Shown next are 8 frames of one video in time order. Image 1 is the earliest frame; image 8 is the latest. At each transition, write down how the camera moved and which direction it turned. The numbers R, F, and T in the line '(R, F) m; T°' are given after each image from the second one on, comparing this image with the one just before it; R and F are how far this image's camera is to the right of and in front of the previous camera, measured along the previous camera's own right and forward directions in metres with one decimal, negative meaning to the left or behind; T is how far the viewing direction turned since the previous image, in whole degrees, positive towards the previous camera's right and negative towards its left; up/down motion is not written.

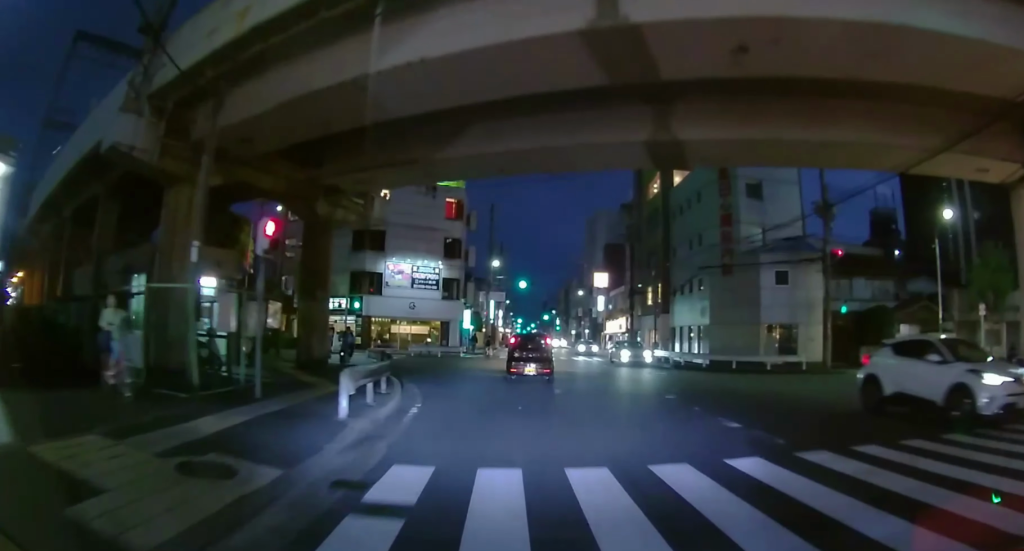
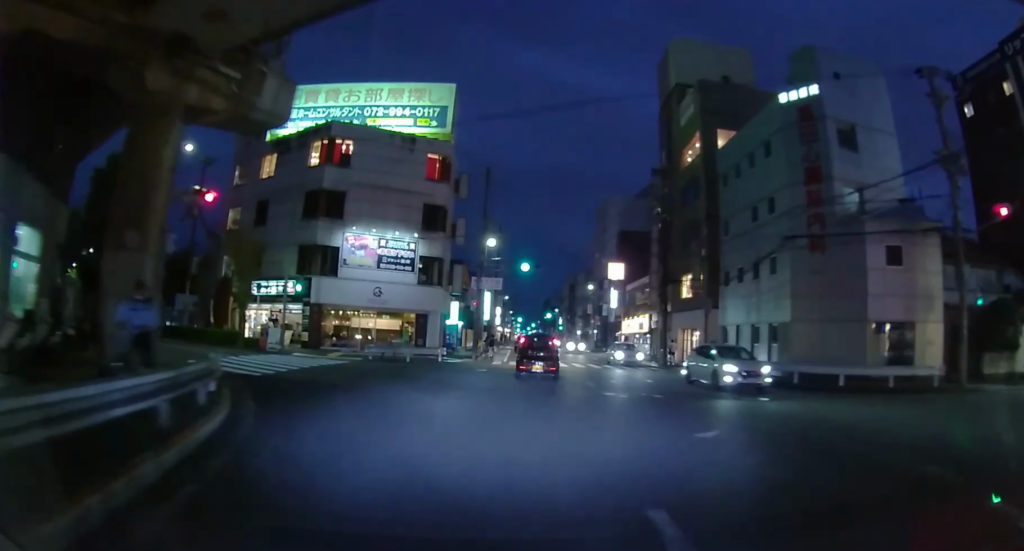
(+0.1, +10.1) m; 0°
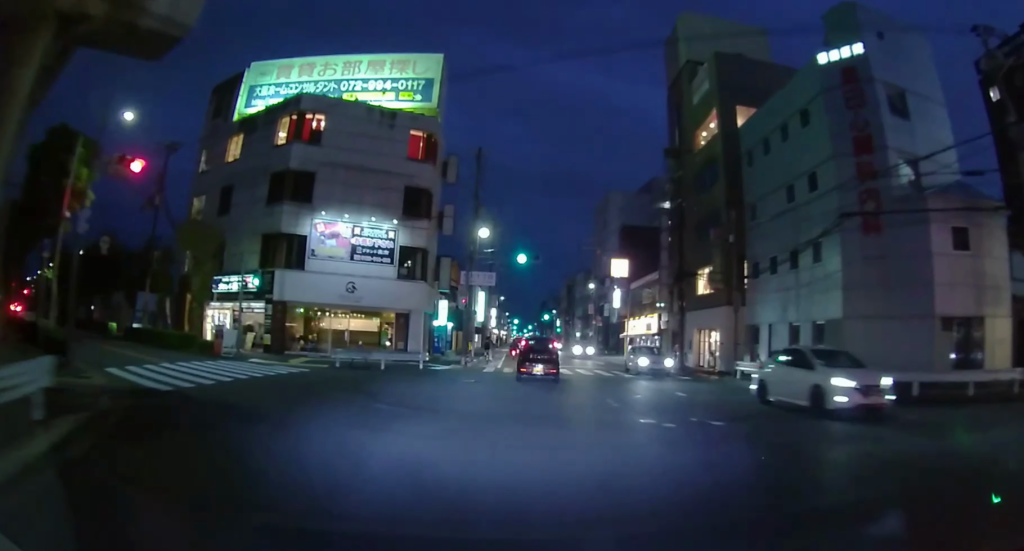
(0.0, +4.3) m; 0°
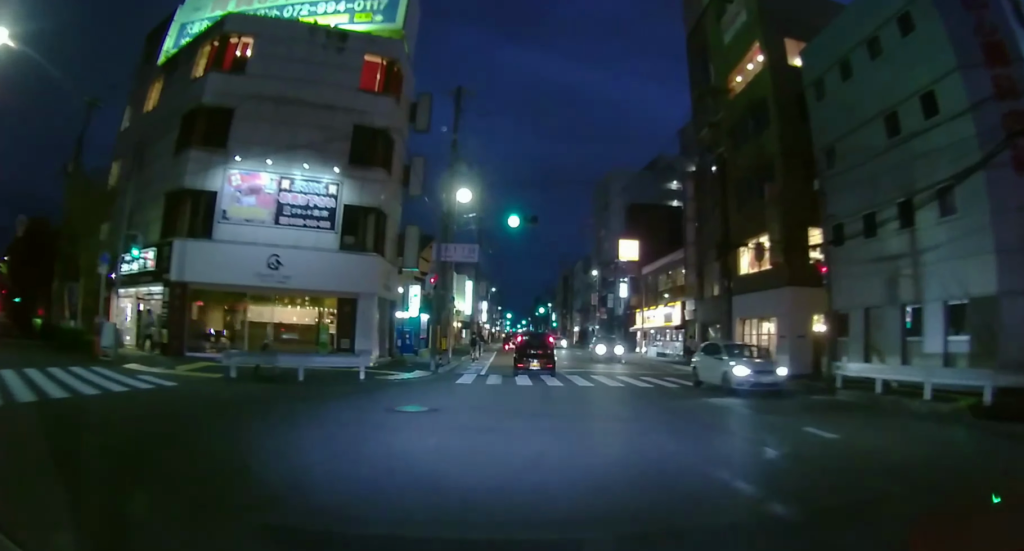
(0.0, +8.1) m; 0°
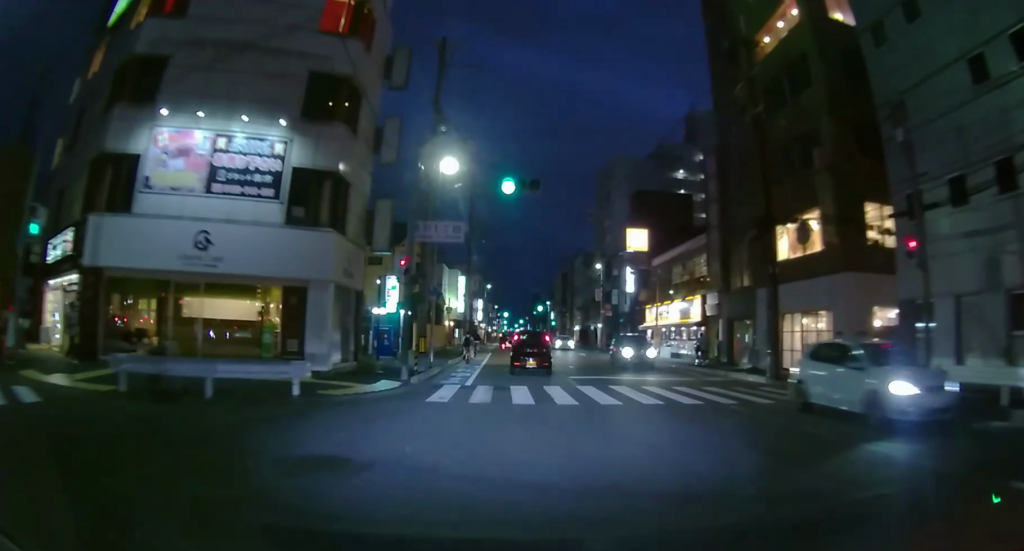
(0.0, +4.7) m; 0°
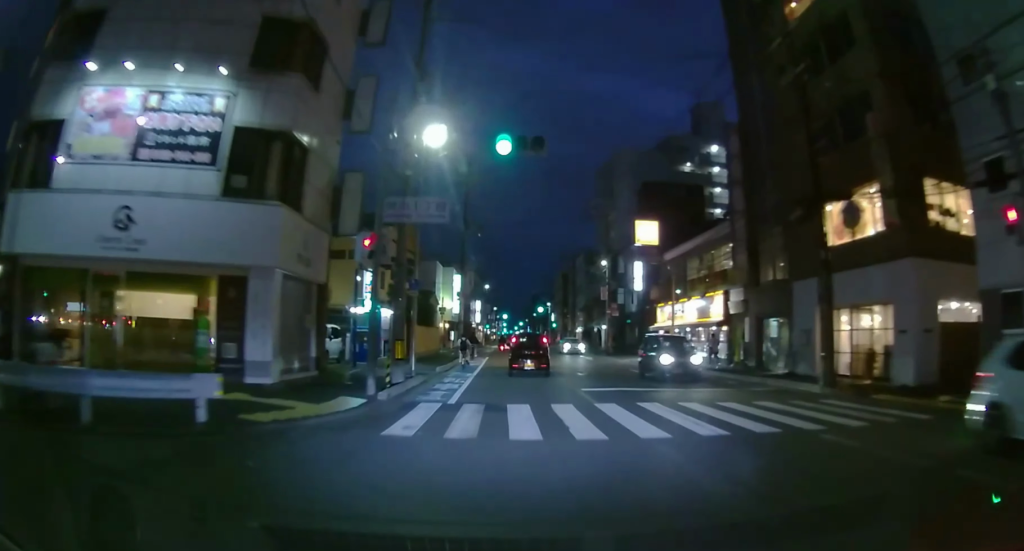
(0.0, +3.9) m; 0°
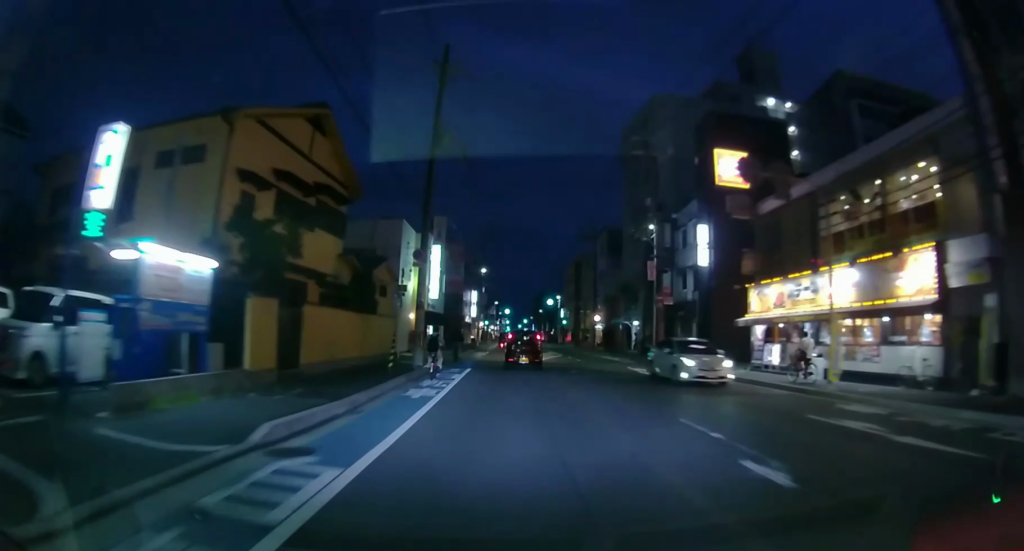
(-0.1, +16.0) m; -1°
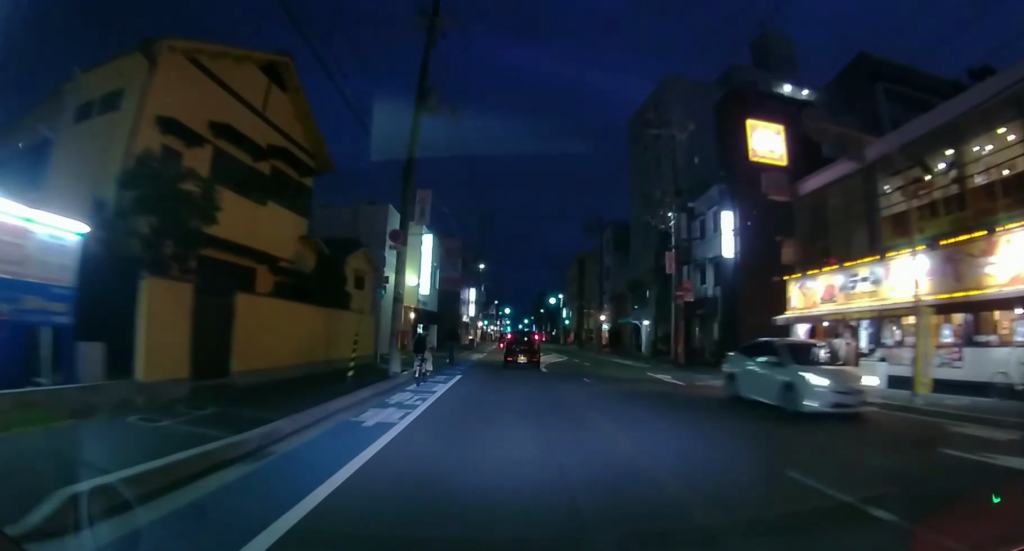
(0.0, +4.0) m; 0°
